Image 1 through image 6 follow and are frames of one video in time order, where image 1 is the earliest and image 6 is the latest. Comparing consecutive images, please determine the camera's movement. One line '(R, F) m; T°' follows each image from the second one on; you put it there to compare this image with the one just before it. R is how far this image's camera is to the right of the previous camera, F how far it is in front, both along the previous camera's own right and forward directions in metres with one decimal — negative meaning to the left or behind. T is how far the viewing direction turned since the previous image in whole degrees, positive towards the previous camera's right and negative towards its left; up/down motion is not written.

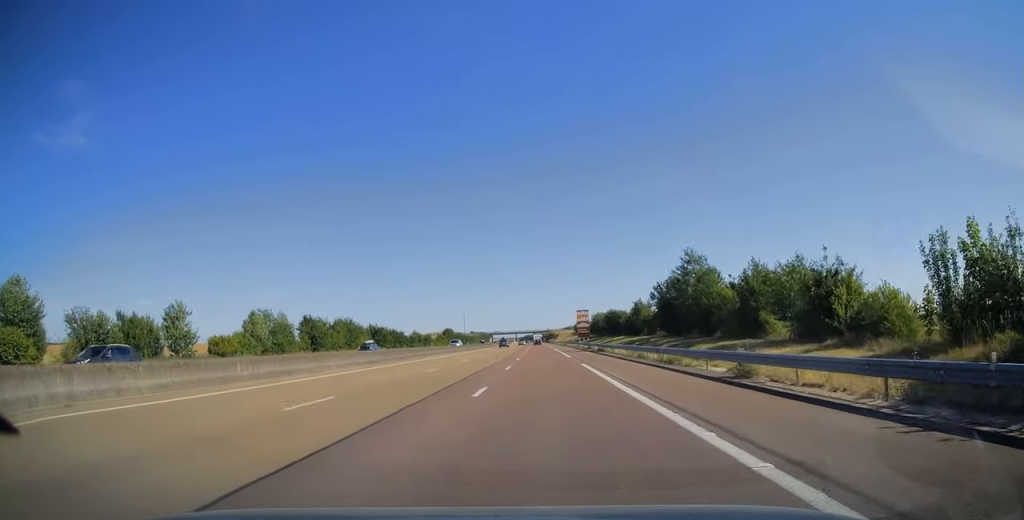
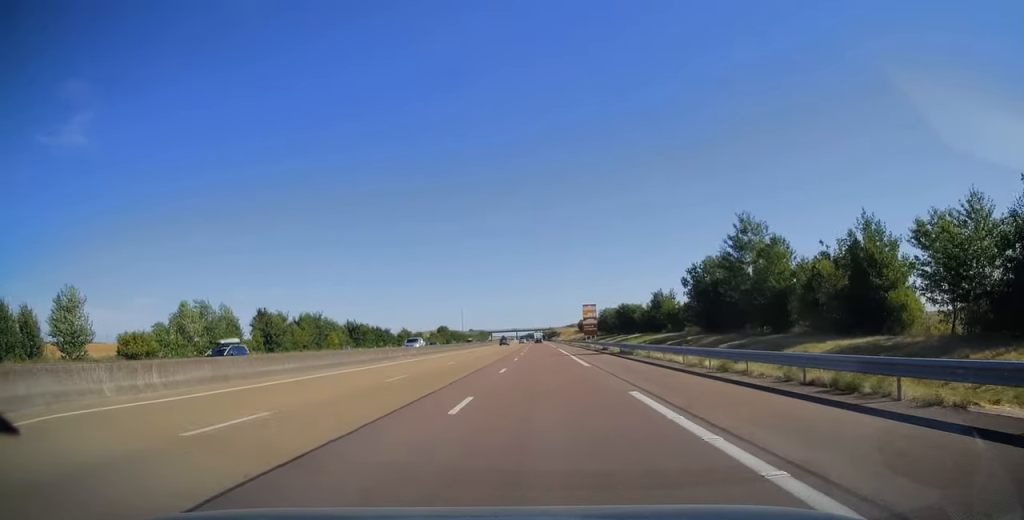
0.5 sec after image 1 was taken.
(0.0, +16.5) m; 0°
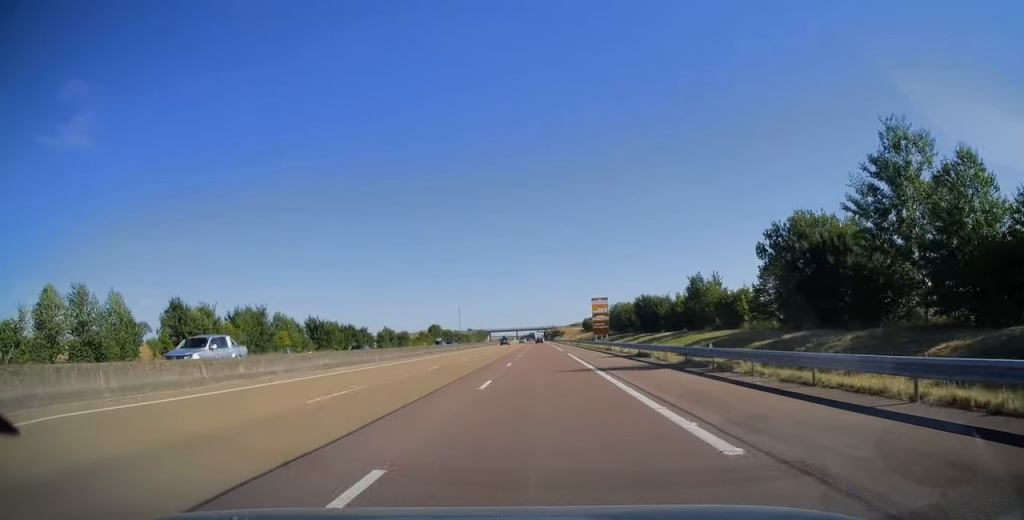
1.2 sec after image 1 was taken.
(-0.1, +20.6) m; 0°
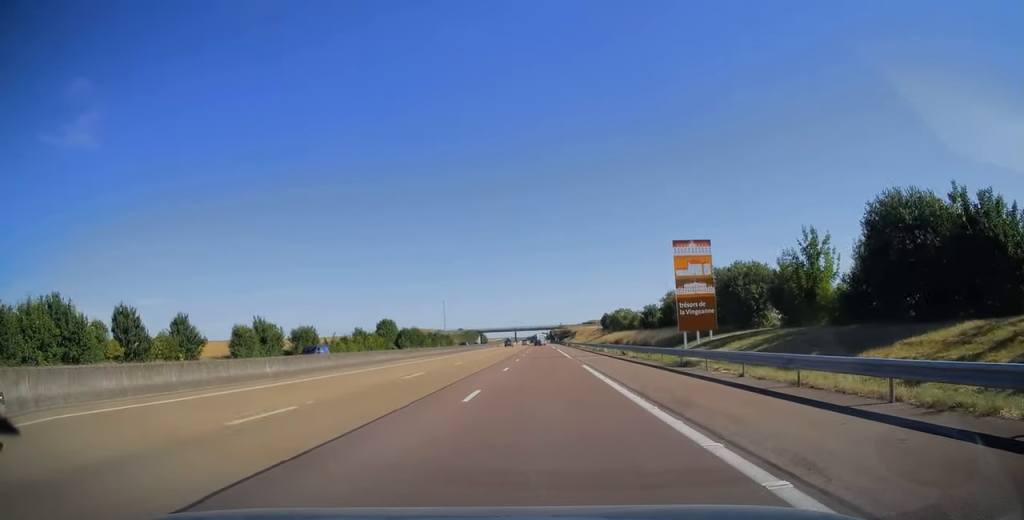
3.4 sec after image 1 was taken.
(-0.2, +67.4) m; 0°
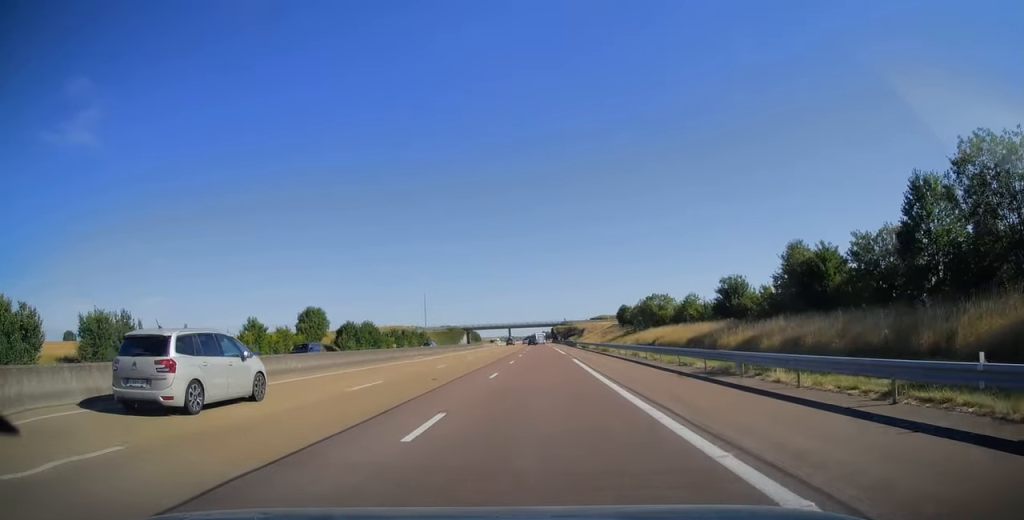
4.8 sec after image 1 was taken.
(-0.1, +44.1) m; 0°
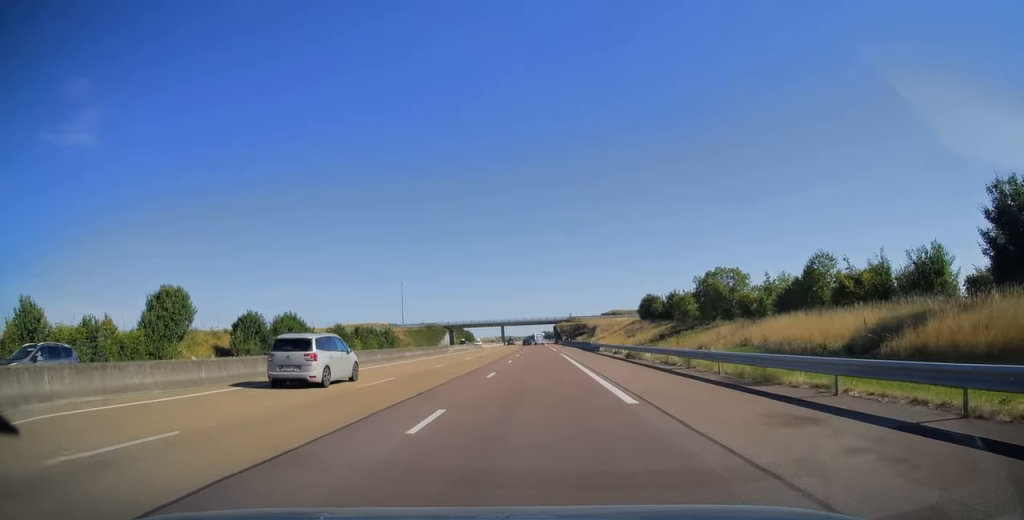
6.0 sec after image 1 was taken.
(0.0, +38.0) m; 0°
